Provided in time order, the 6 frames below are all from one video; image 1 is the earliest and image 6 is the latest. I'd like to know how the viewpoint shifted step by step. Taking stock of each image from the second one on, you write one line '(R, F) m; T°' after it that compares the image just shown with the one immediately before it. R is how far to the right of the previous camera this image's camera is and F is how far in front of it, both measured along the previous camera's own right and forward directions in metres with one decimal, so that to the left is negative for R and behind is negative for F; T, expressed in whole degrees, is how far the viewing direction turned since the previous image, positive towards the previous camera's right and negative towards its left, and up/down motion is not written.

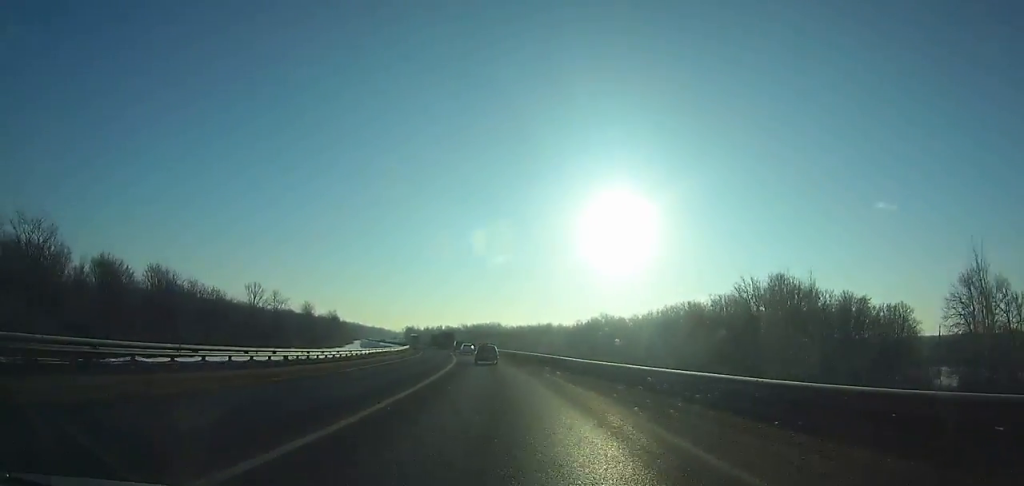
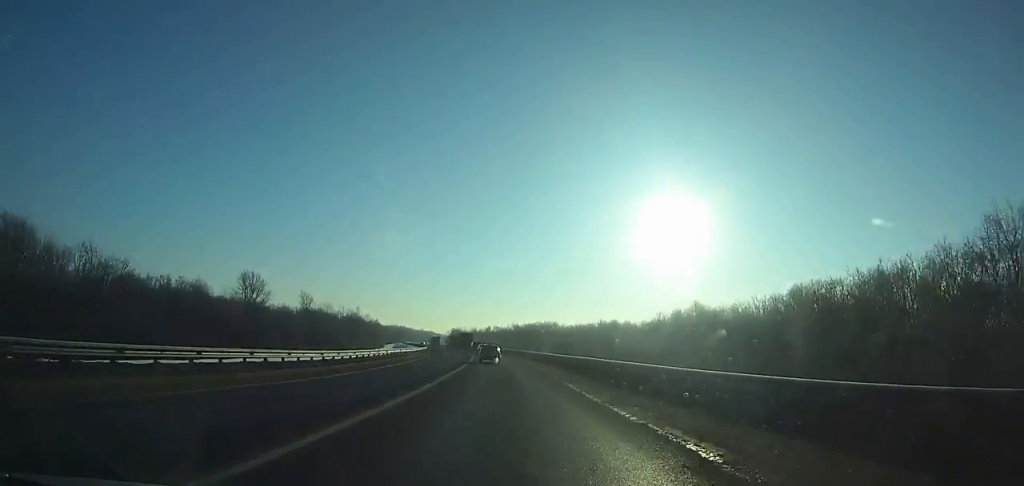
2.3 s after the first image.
(-1.8, +43.9) m; -4°
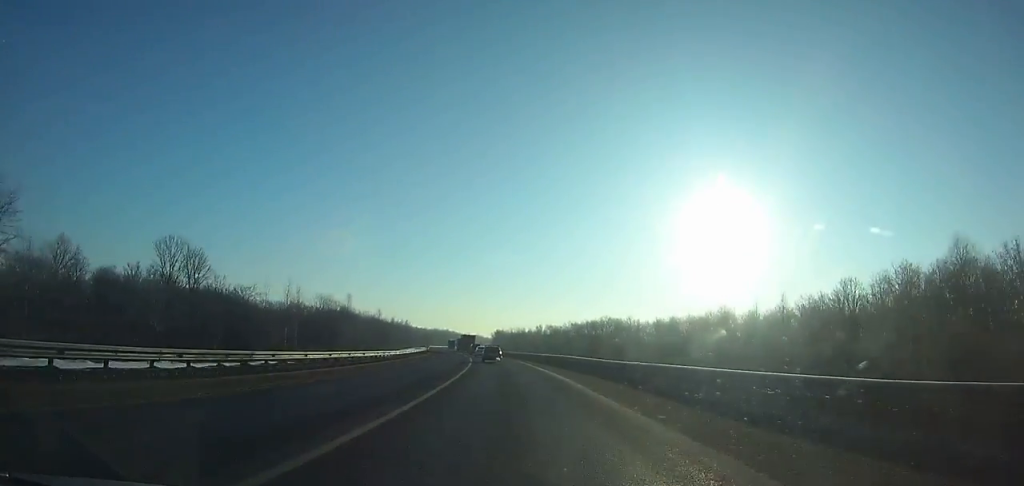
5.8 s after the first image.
(-3.4, +67.5) m; -5°
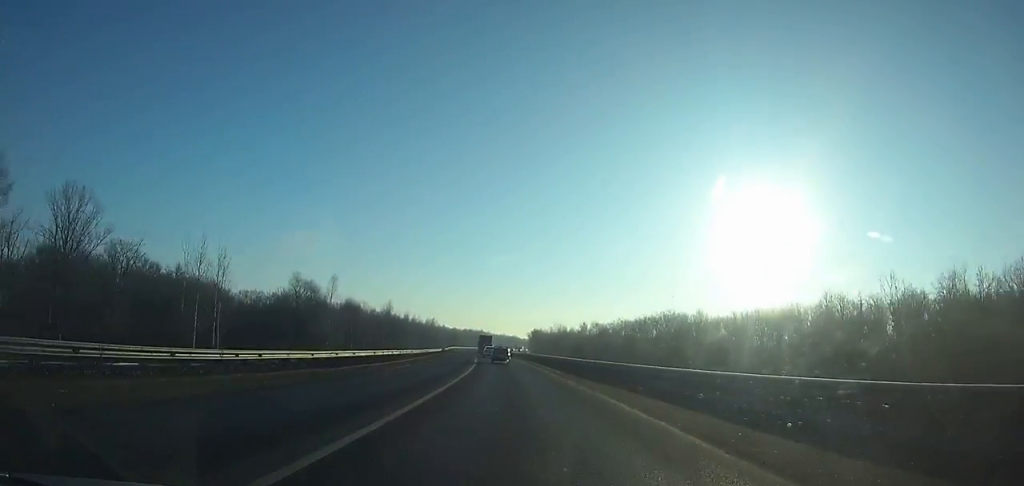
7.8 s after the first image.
(-0.7, +39.0) m; -3°
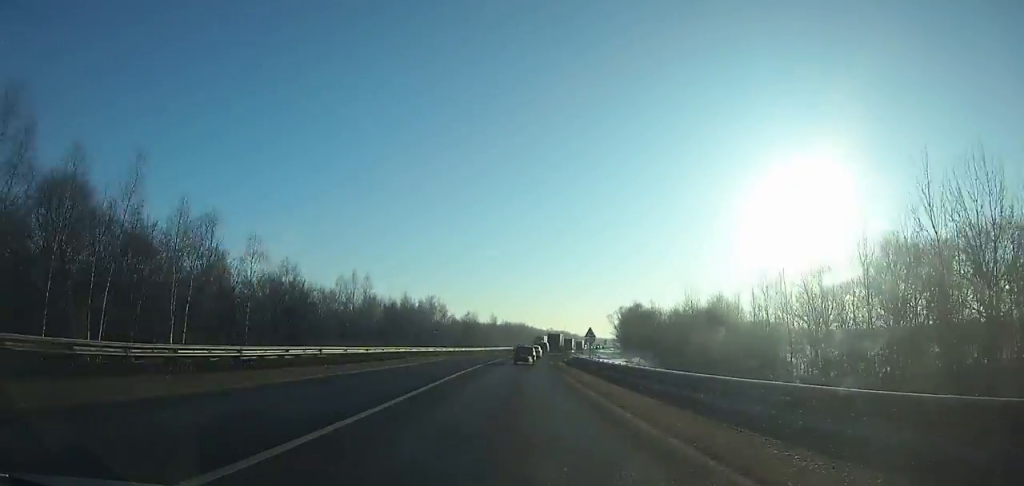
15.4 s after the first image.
(-5.4, +148.5) m; -1°
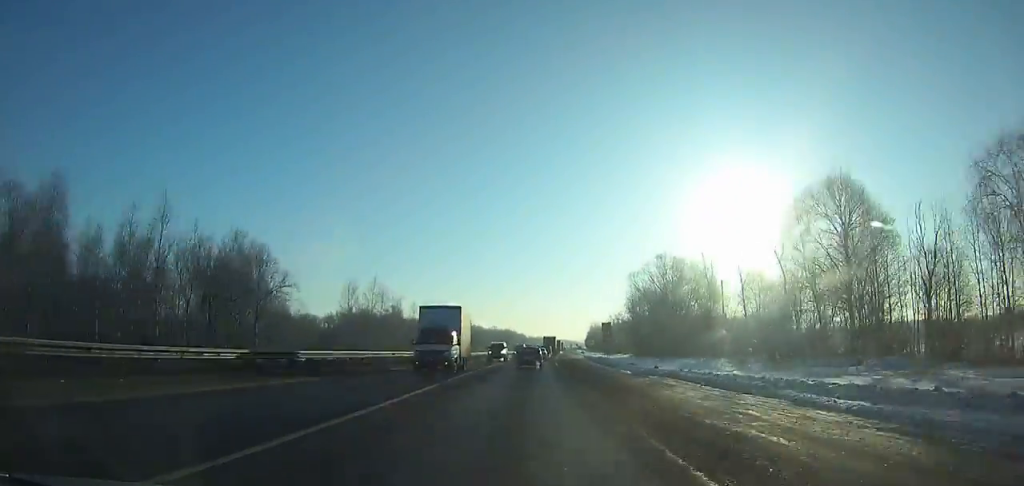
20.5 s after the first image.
(+3.9, +96.8) m; +5°
